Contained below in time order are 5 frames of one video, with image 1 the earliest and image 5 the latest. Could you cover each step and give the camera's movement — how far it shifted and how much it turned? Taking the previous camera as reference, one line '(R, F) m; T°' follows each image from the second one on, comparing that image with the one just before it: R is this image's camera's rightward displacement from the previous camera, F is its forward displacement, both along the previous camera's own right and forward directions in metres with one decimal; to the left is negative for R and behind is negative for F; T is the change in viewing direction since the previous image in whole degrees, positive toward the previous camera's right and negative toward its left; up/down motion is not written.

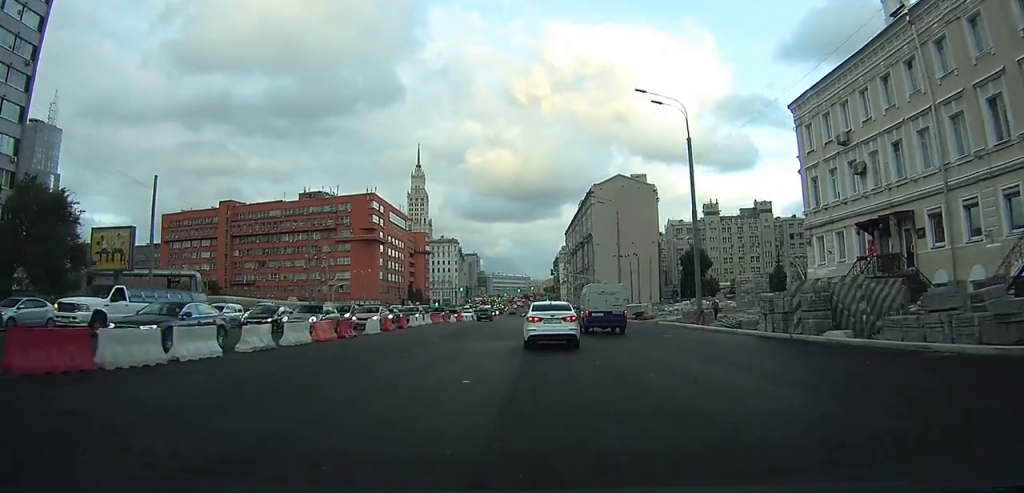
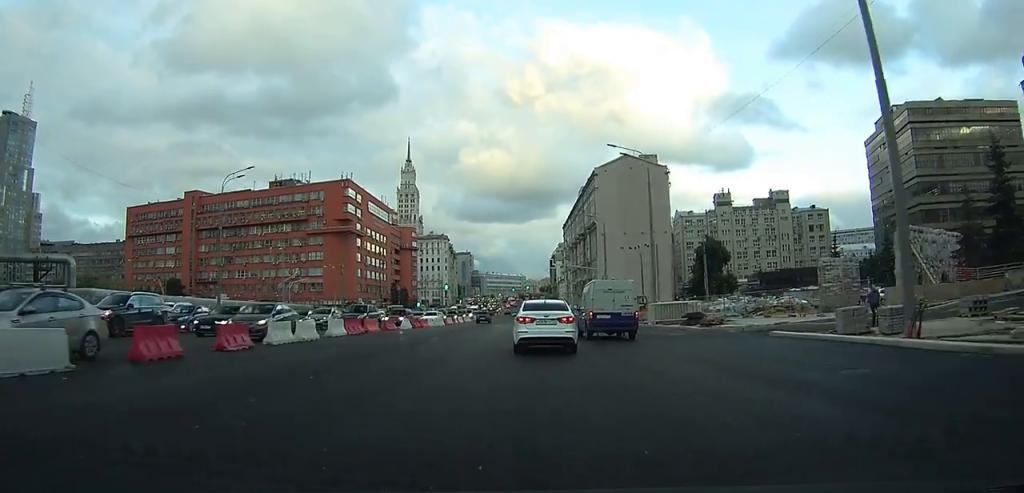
(-0.1, +21.4) m; 0°
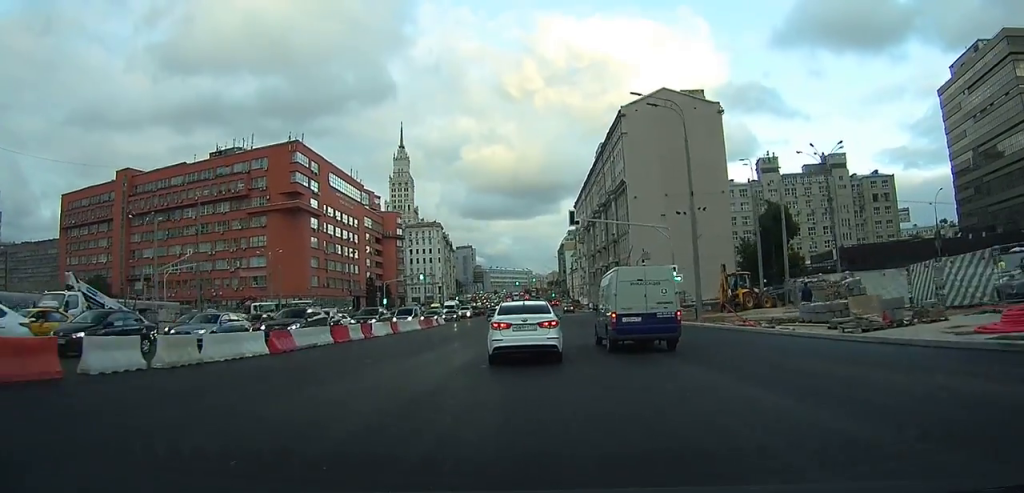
(+0.4, +40.9) m; +1°
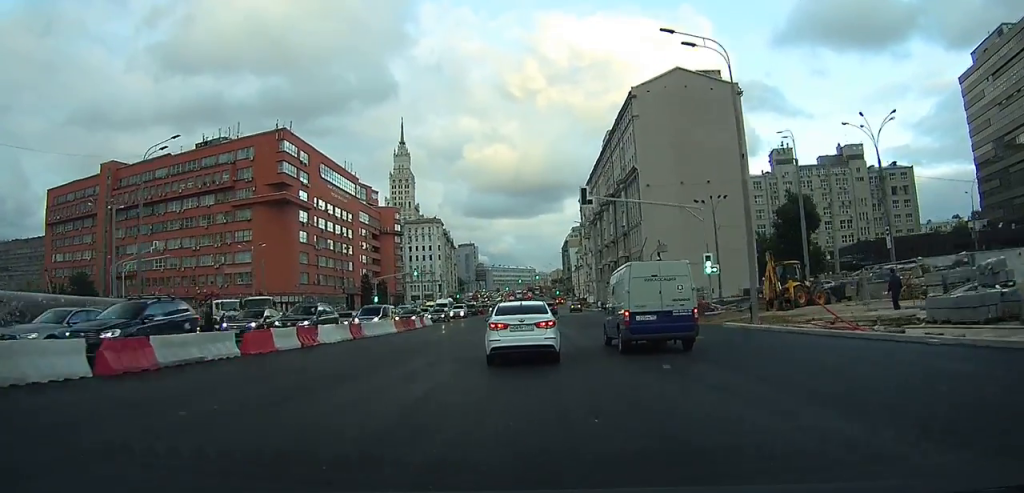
(0.0, +8.7) m; 0°
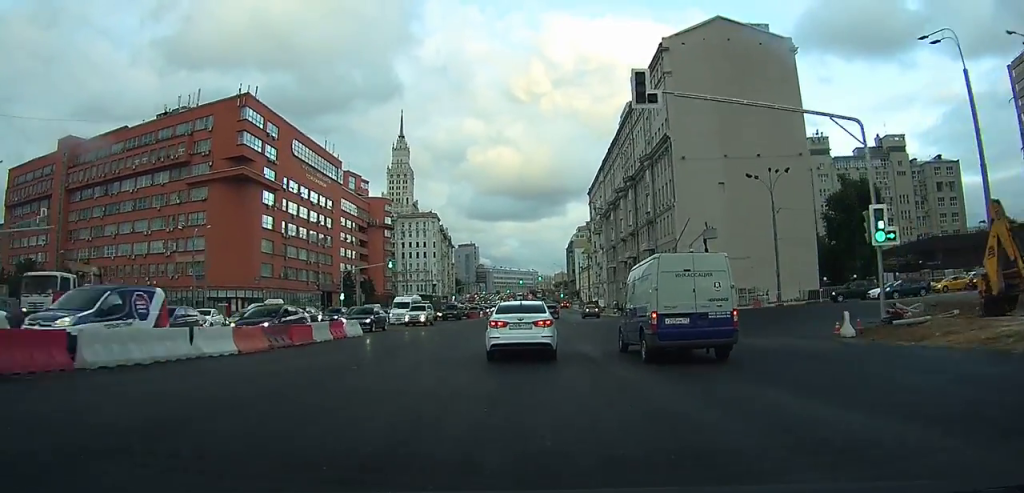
(0.0, +19.9) m; 0°
